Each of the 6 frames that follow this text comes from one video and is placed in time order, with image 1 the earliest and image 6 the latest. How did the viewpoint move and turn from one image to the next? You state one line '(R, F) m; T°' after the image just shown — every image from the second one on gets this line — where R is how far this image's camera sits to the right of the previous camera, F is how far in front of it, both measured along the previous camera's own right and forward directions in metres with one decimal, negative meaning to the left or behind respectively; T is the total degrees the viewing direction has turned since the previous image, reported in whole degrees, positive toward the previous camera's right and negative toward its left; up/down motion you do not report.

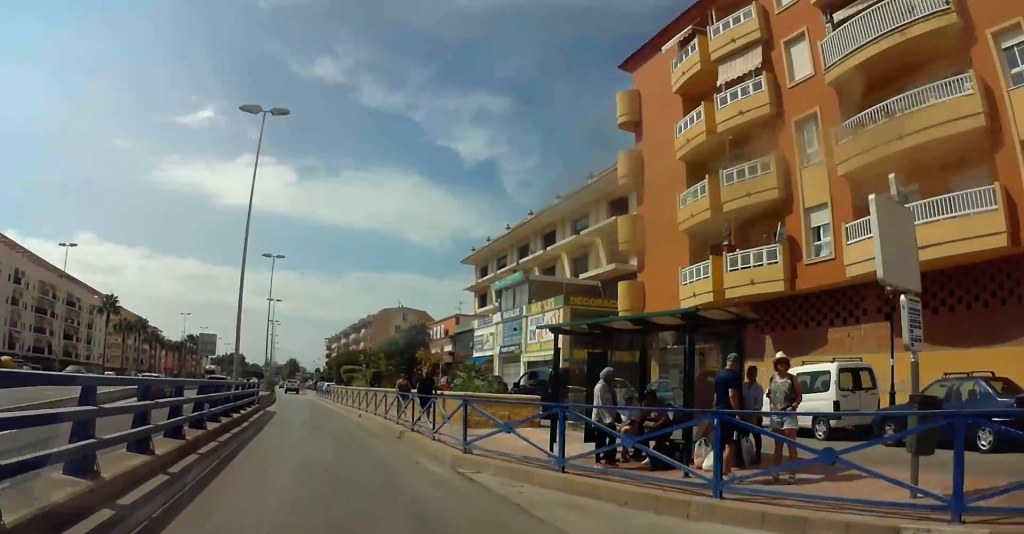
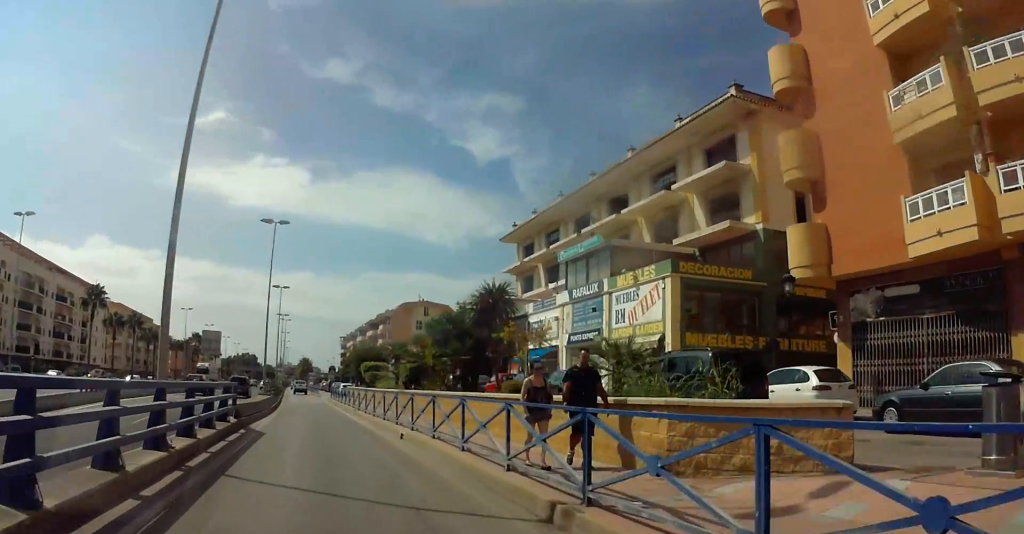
(-0.1, +11.4) m; 0°
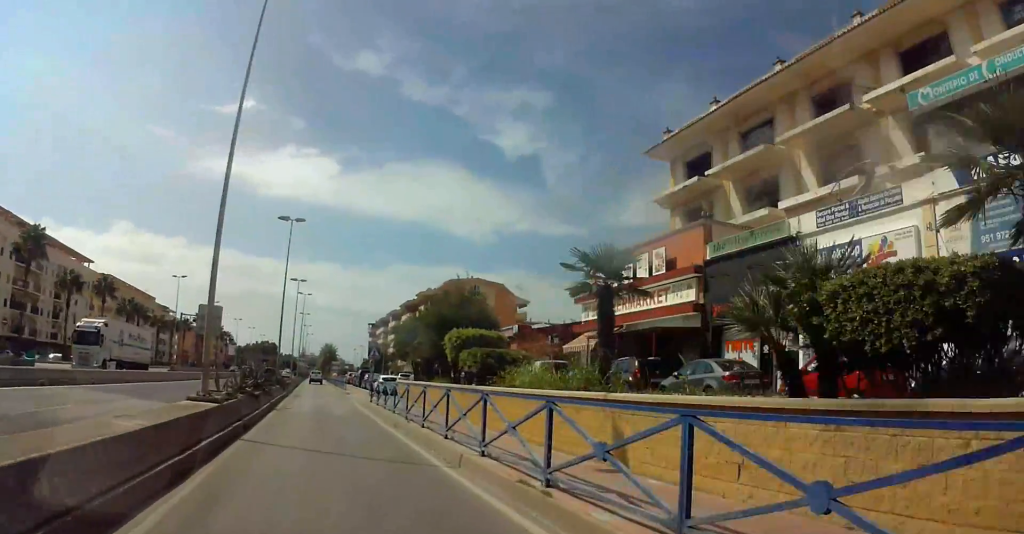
(+0.8, +26.3) m; +1°
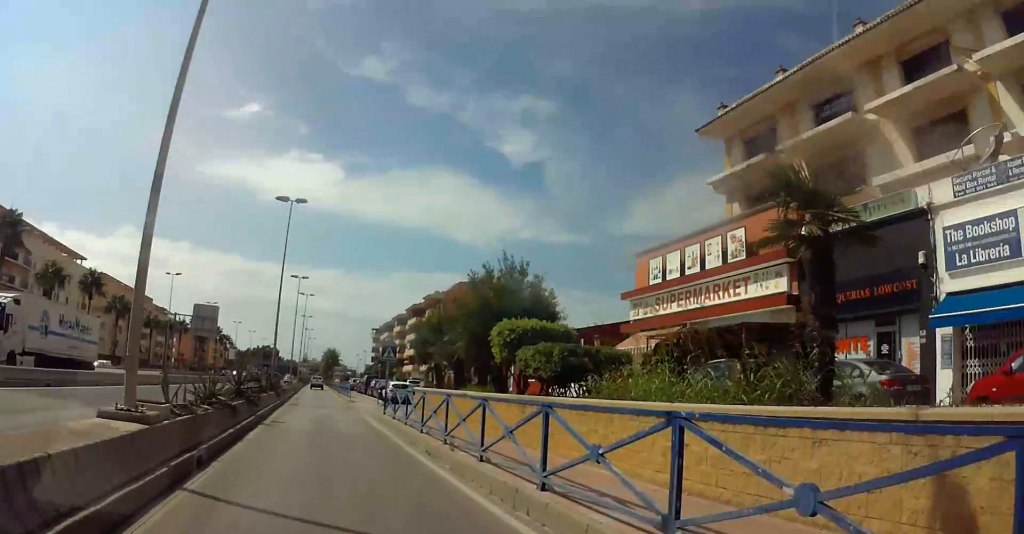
(-0.1, +6.0) m; -1°
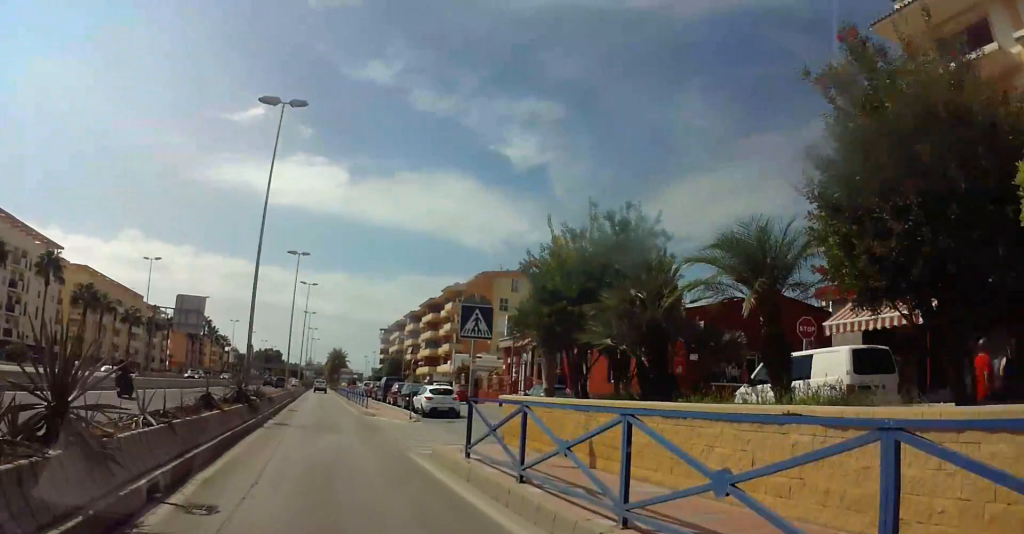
(0.0, +14.1) m; 0°
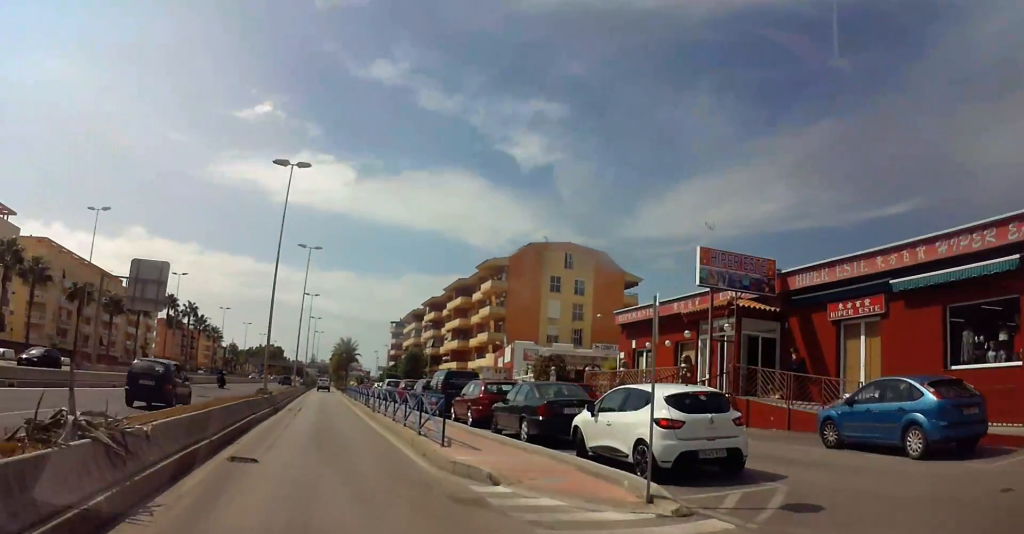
(-0.1, +21.8) m; -1°
